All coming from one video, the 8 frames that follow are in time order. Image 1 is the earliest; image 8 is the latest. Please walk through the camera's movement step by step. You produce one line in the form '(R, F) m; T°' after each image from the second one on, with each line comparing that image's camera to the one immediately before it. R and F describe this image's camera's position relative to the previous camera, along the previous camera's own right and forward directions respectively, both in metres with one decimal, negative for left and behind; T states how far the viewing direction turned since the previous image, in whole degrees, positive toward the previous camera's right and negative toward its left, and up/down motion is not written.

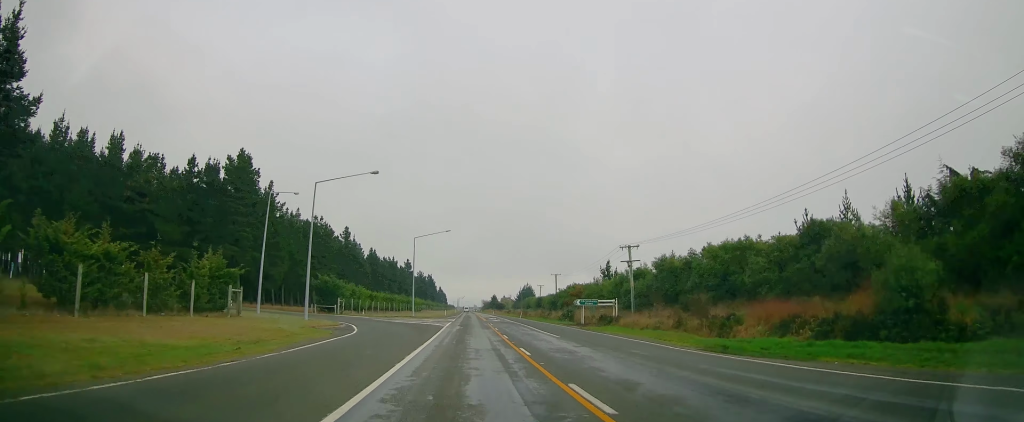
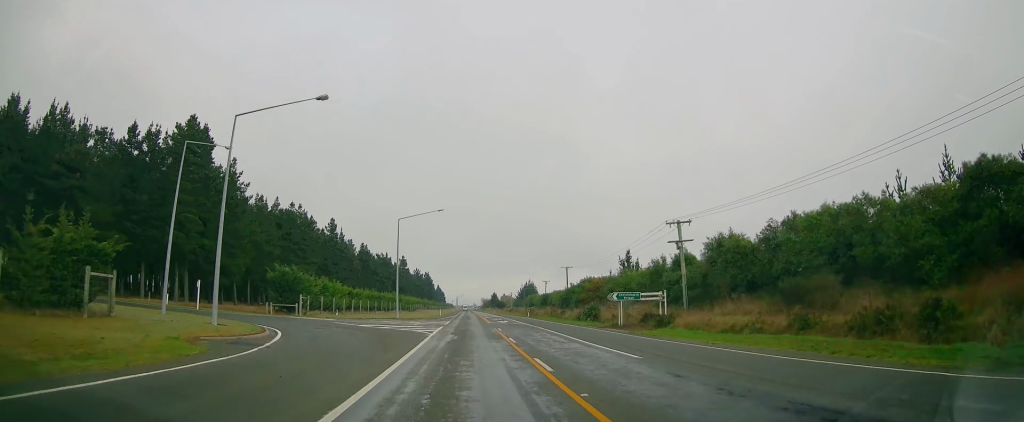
(+0.4, +15.0) m; +1°
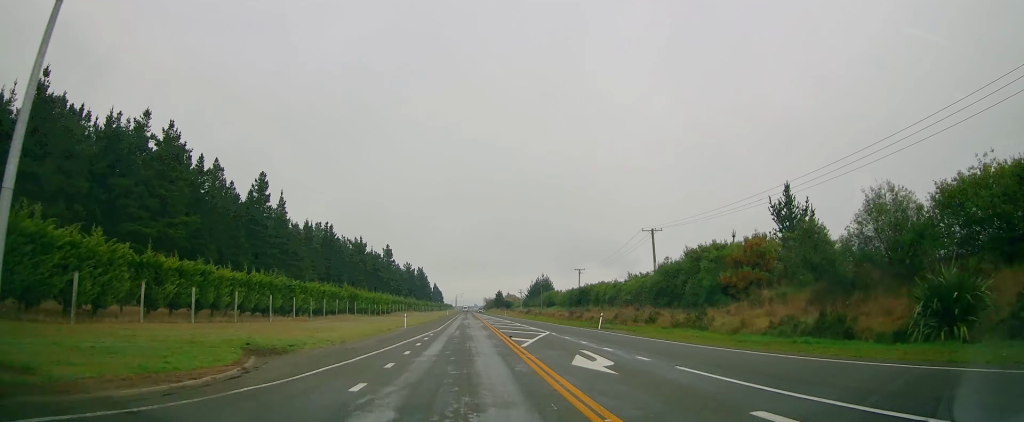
(+0.5, +50.6) m; 0°
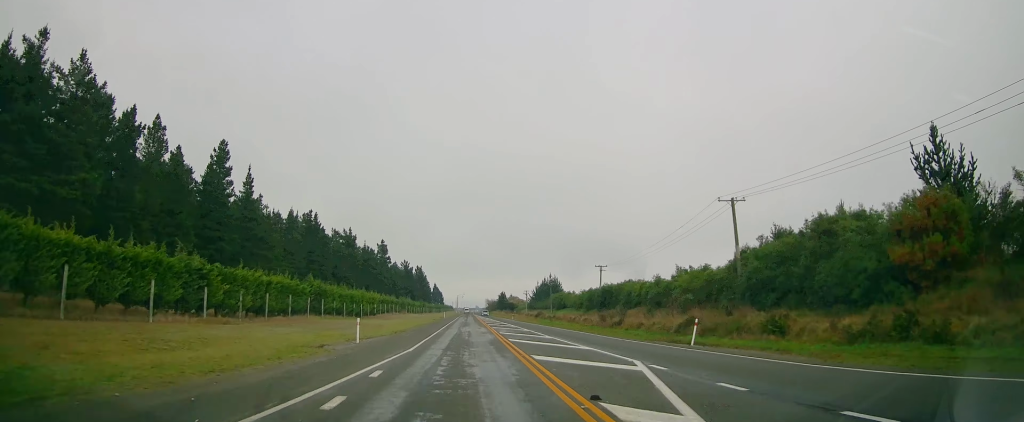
(0.0, +17.7) m; -1°
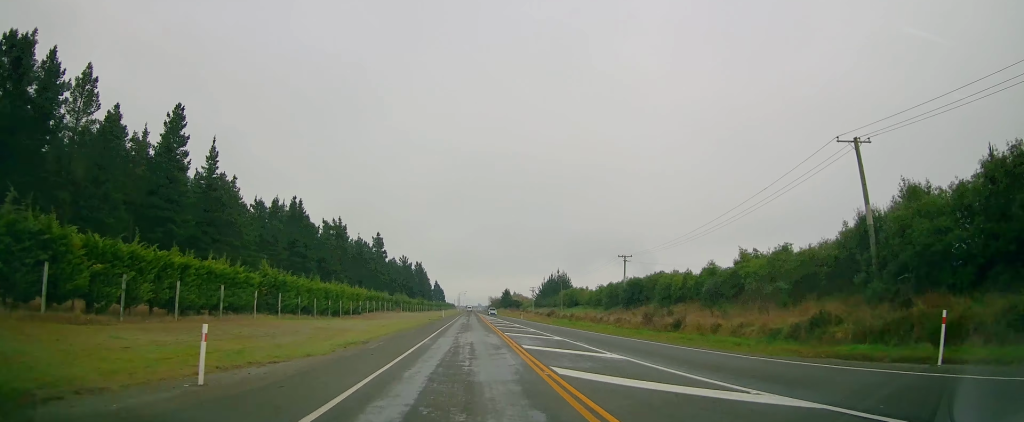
(-0.2, +14.2) m; 0°
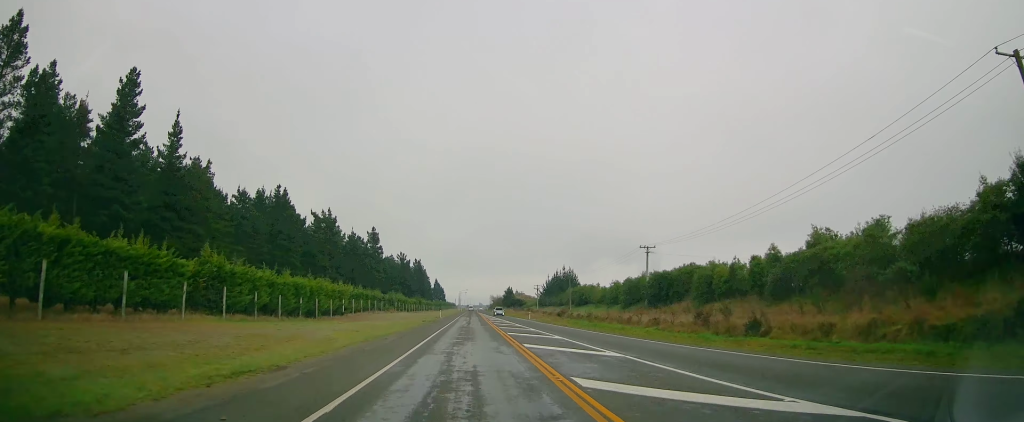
(0.0, +10.6) m; 0°
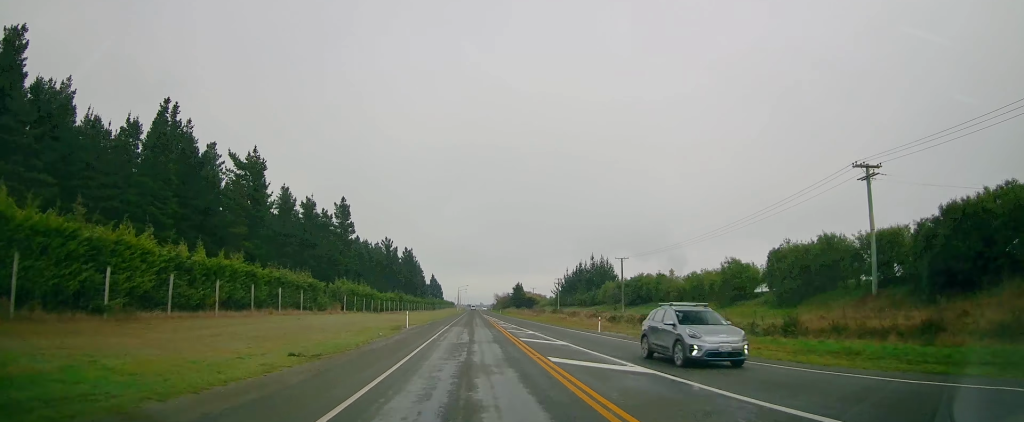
(0.0, +44.1) m; +1°
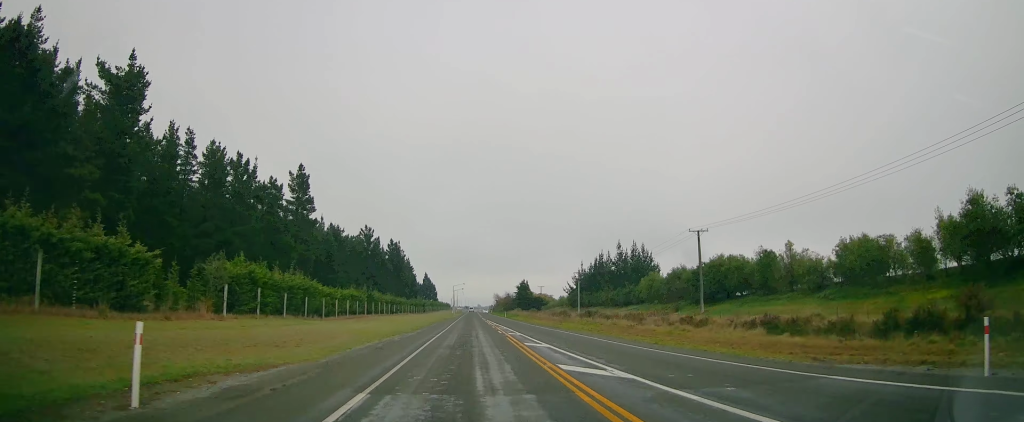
(+0.4, +31.2) m; 0°
